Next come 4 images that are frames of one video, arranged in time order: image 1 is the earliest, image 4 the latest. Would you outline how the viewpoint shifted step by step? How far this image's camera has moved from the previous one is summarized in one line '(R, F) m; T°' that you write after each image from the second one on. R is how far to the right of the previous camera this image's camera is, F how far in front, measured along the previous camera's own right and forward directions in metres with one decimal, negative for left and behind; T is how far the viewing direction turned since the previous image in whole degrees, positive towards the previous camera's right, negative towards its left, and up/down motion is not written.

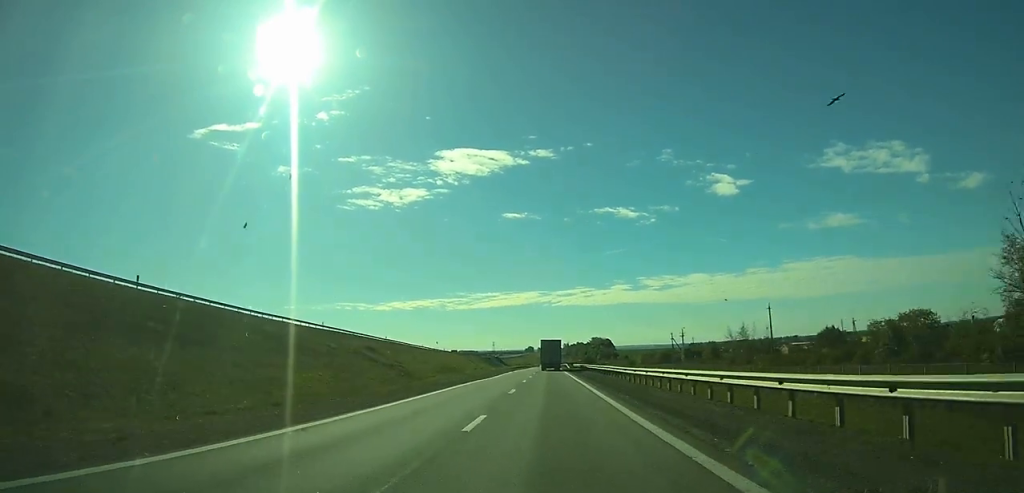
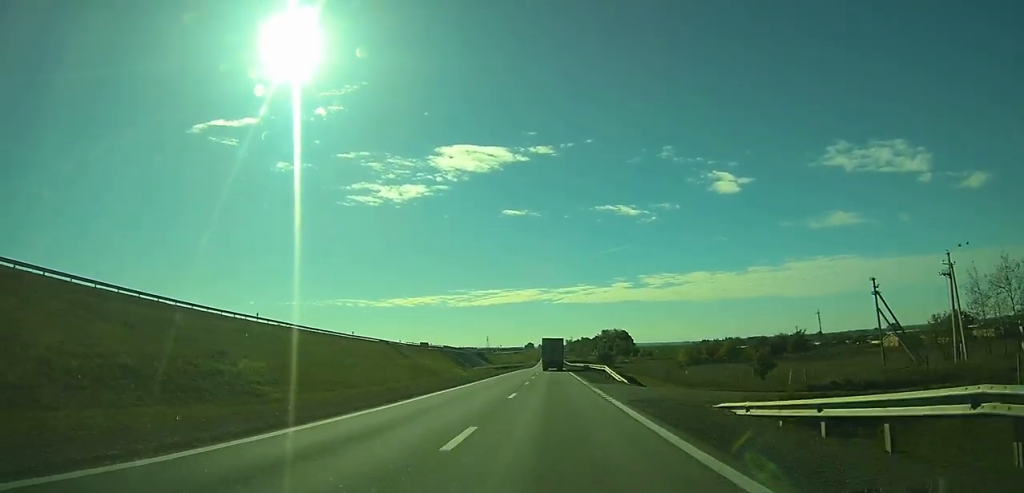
(+0.4, +97.8) m; 0°
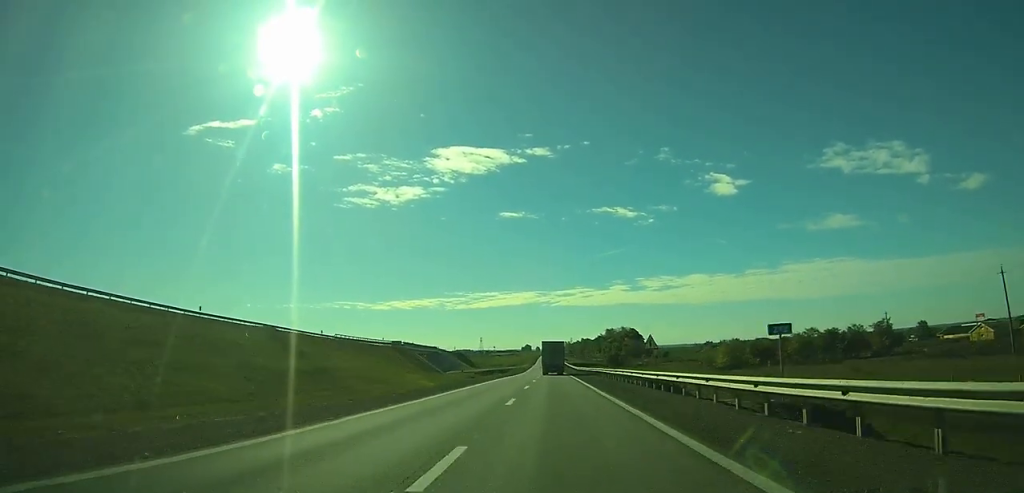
(-0.1, +50.6) m; 0°
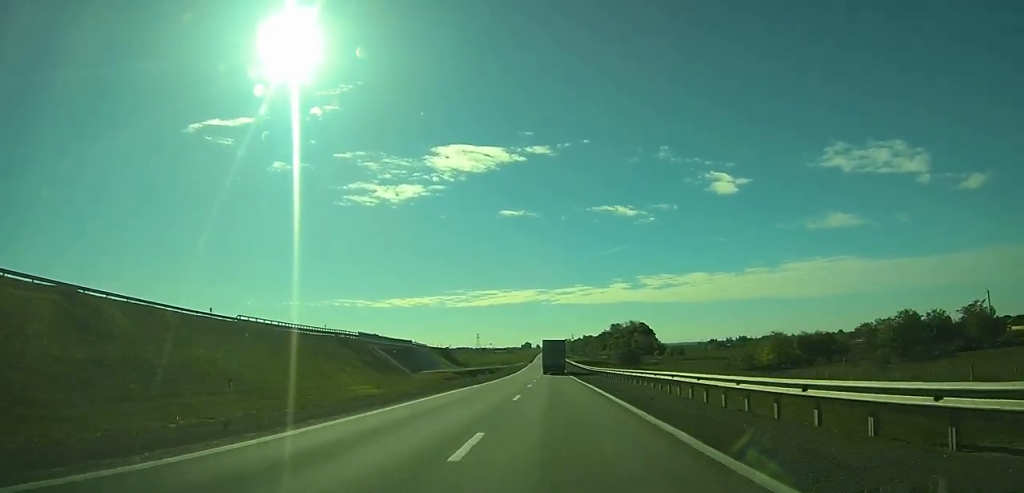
(0.0, +34.1) m; 0°
